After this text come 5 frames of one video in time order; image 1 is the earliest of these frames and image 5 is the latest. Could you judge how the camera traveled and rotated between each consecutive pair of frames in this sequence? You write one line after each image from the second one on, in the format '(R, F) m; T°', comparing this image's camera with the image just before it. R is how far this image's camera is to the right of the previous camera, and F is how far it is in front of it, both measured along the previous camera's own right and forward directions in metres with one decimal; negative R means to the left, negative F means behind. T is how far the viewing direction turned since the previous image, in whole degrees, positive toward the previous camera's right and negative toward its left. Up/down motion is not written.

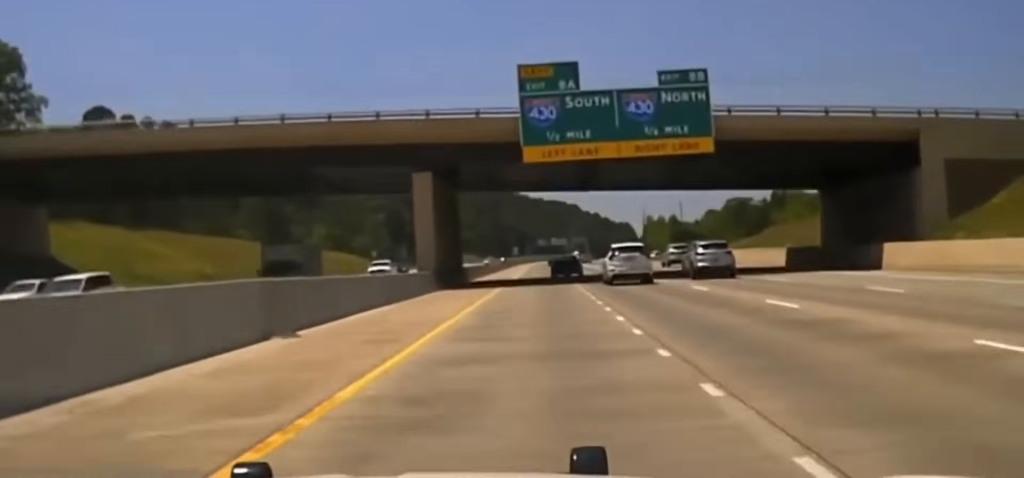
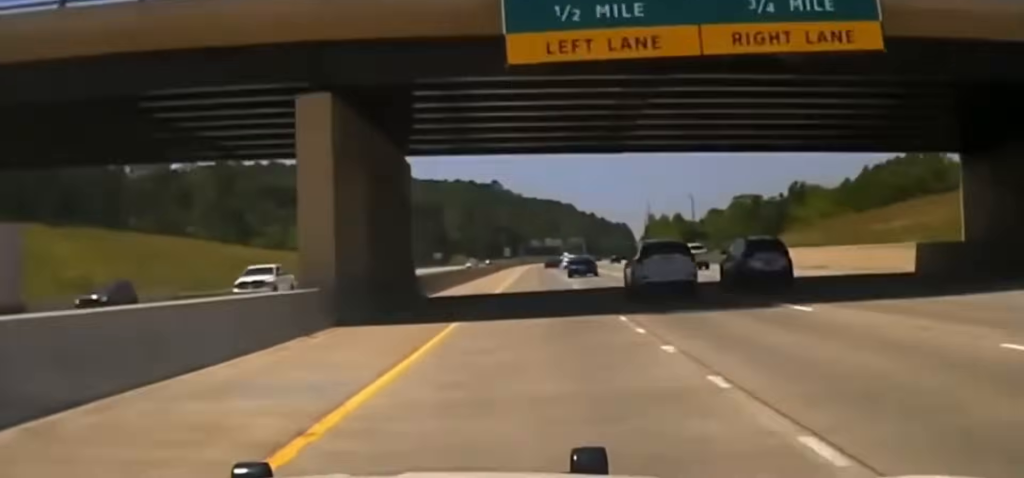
(0.0, +21.9) m; 0°
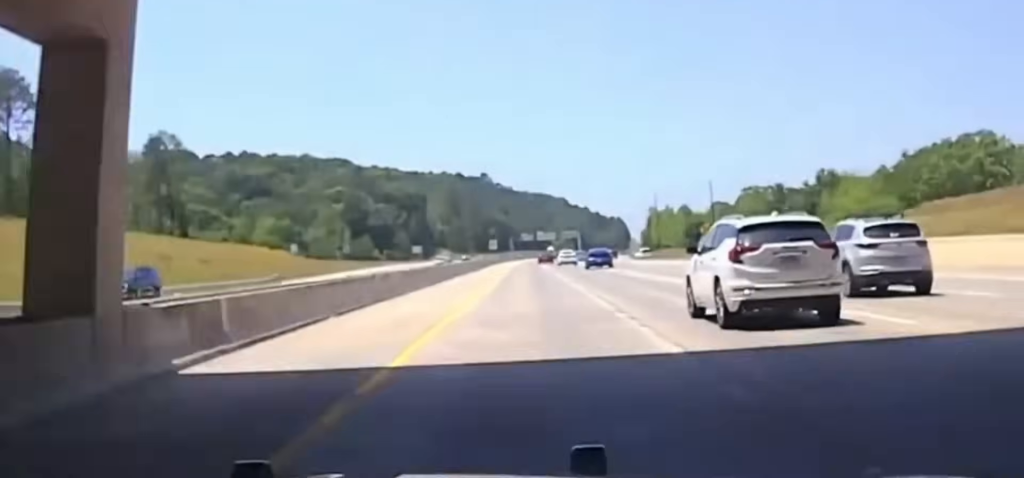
(+0.3, +24.3) m; 0°
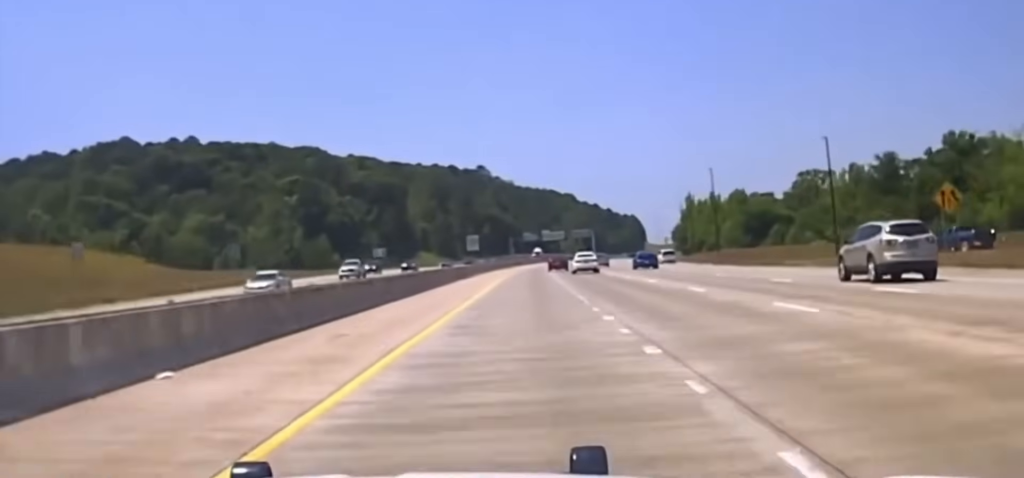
(+0.3, +73.1) m; 0°
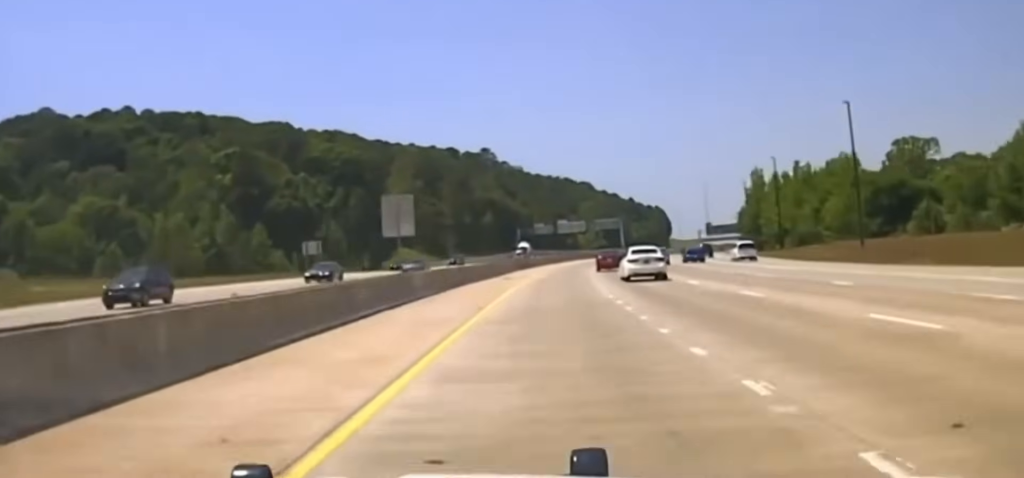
(+0.3, +76.9) m; +1°
